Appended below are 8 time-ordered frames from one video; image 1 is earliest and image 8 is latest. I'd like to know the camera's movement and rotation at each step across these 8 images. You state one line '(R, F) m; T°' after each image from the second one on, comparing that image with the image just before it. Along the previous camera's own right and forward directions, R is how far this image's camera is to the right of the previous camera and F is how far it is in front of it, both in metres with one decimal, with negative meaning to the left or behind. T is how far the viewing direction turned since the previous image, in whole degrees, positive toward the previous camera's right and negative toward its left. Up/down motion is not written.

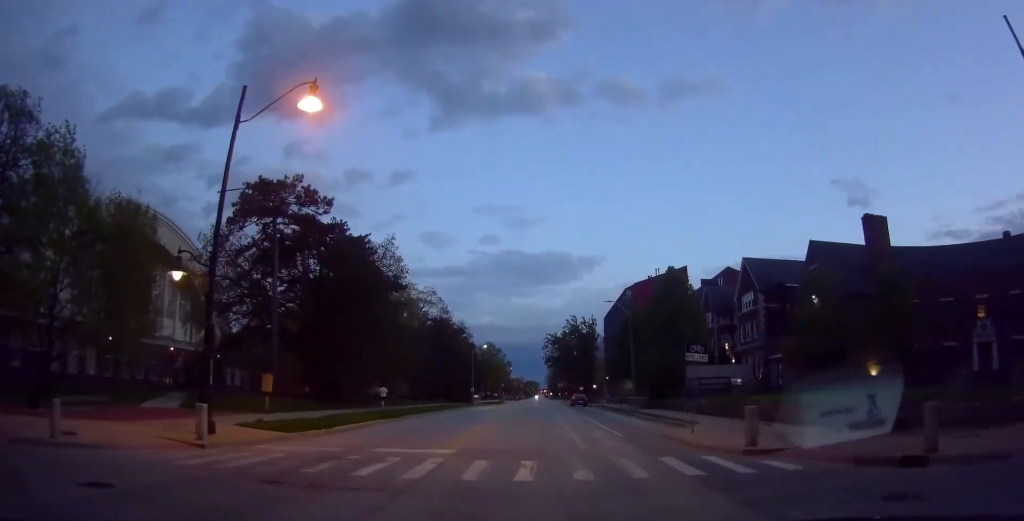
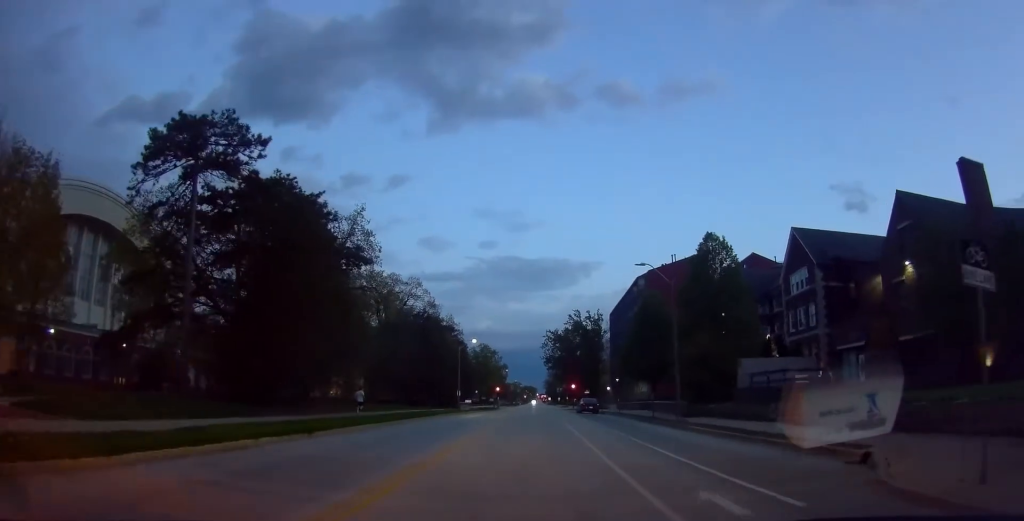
(0.0, +11.1) m; -1°
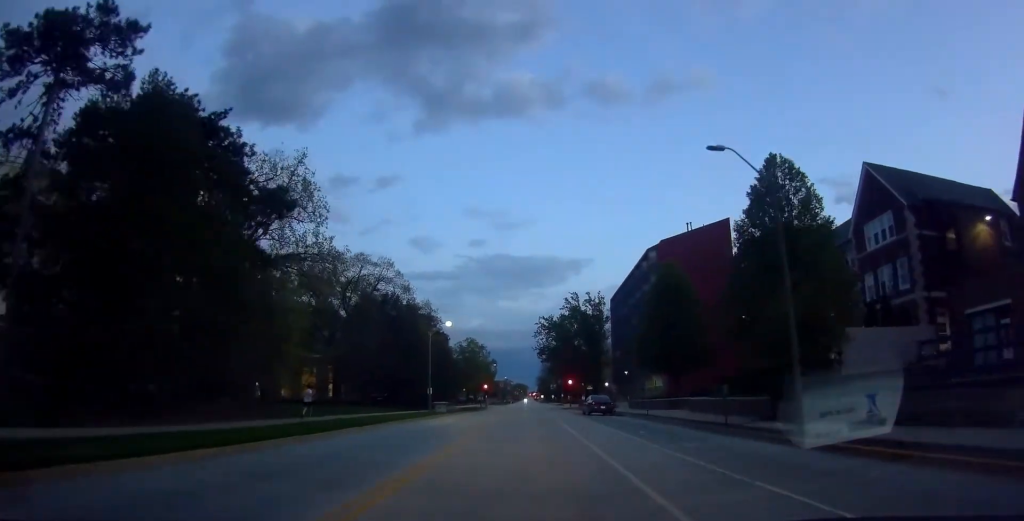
(-0.4, +13.4) m; -2°
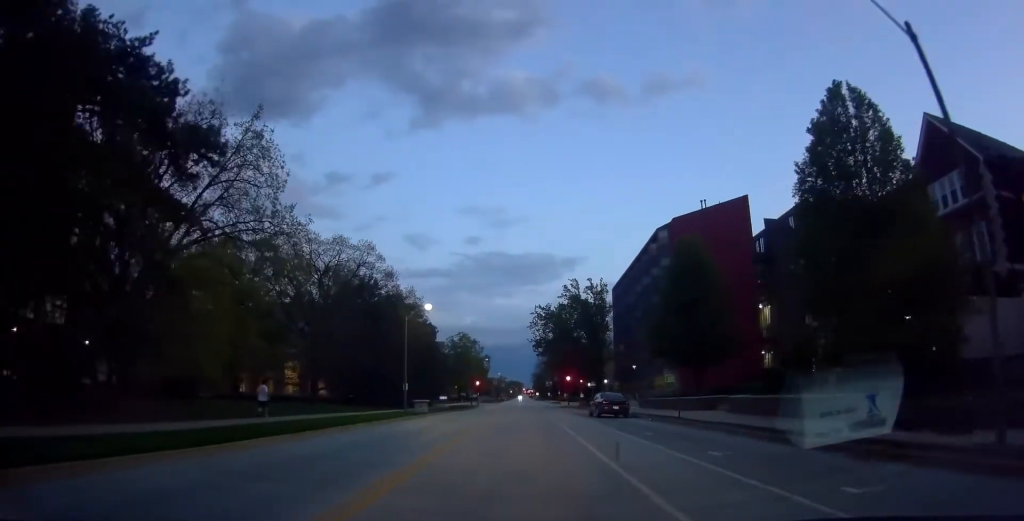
(0.0, +7.6) m; +1°
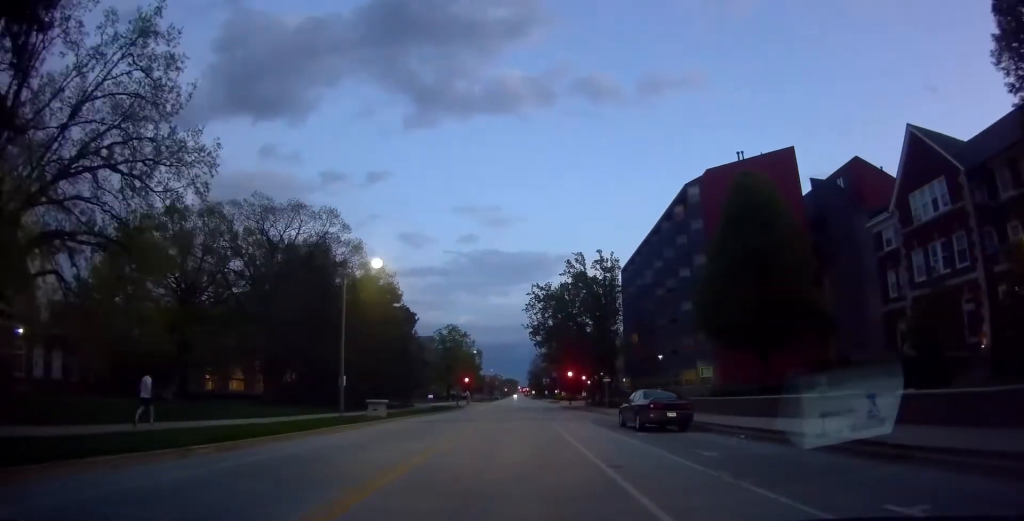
(+0.3, +13.4) m; +1°
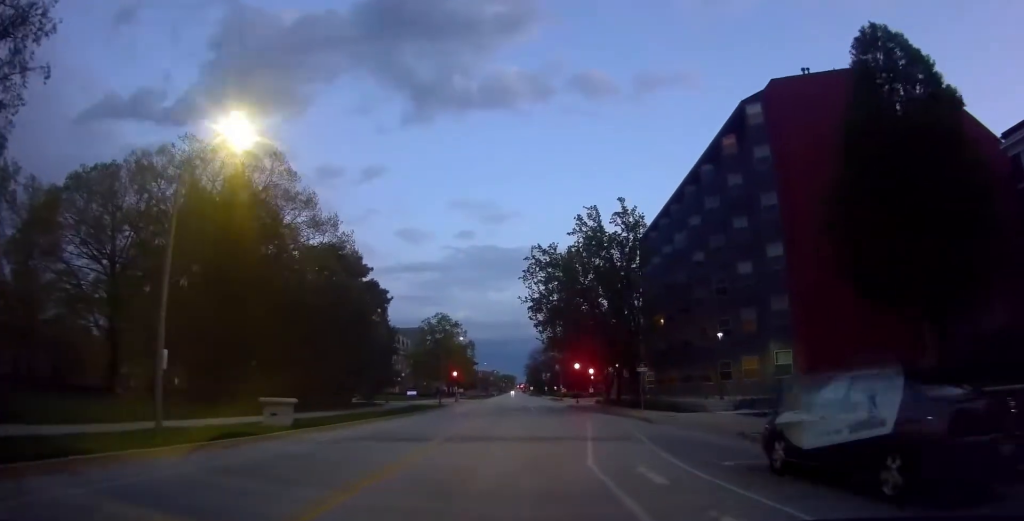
(0.0, +14.1) m; +2°
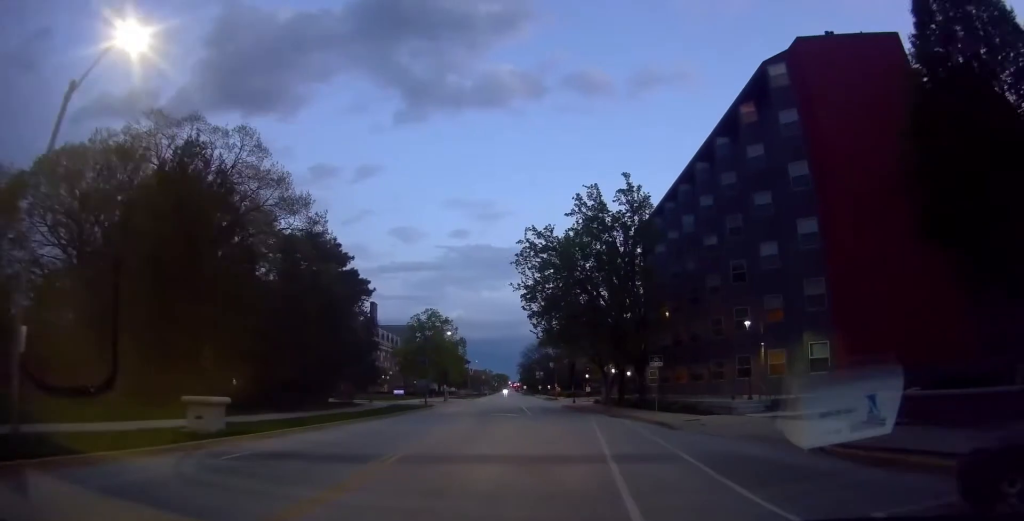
(+0.1, +5.1) m; 0°
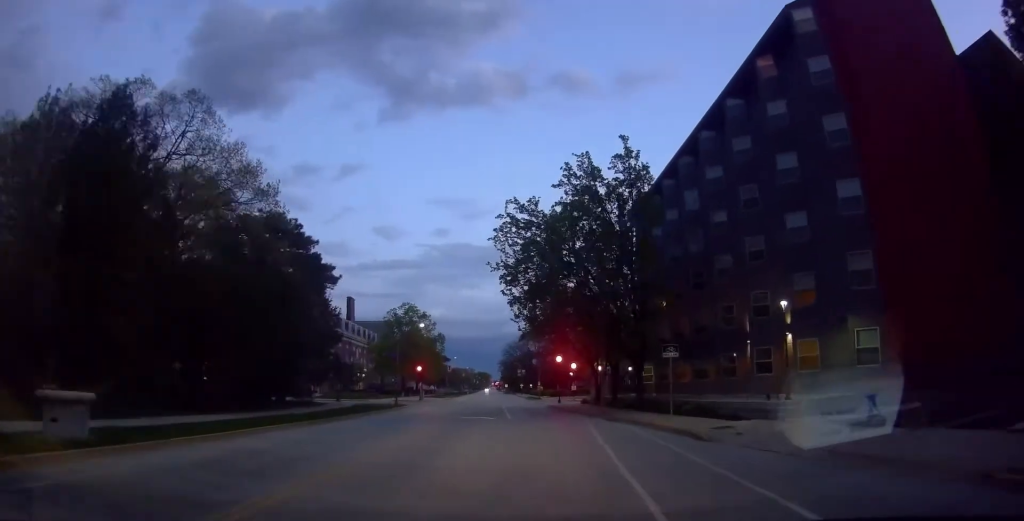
(+0.2, +6.2) m; 0°
